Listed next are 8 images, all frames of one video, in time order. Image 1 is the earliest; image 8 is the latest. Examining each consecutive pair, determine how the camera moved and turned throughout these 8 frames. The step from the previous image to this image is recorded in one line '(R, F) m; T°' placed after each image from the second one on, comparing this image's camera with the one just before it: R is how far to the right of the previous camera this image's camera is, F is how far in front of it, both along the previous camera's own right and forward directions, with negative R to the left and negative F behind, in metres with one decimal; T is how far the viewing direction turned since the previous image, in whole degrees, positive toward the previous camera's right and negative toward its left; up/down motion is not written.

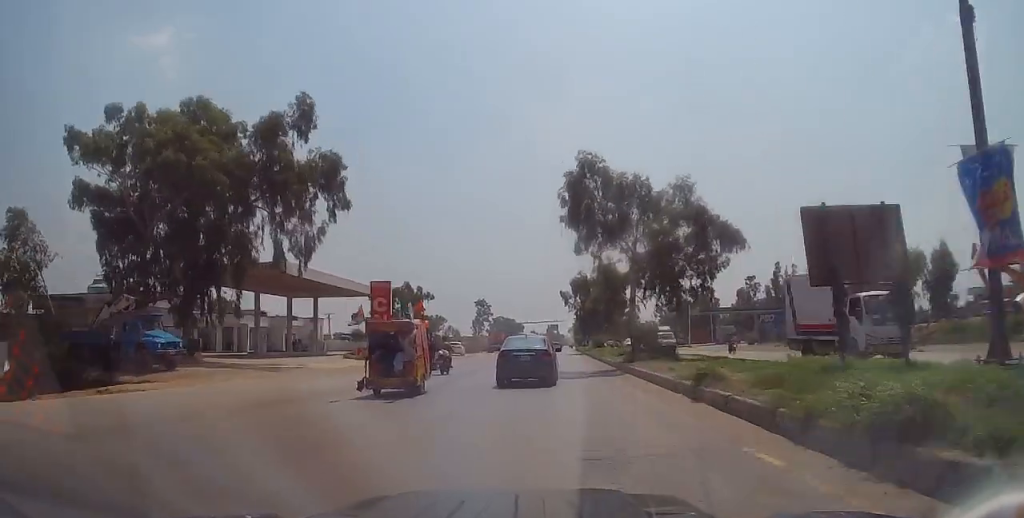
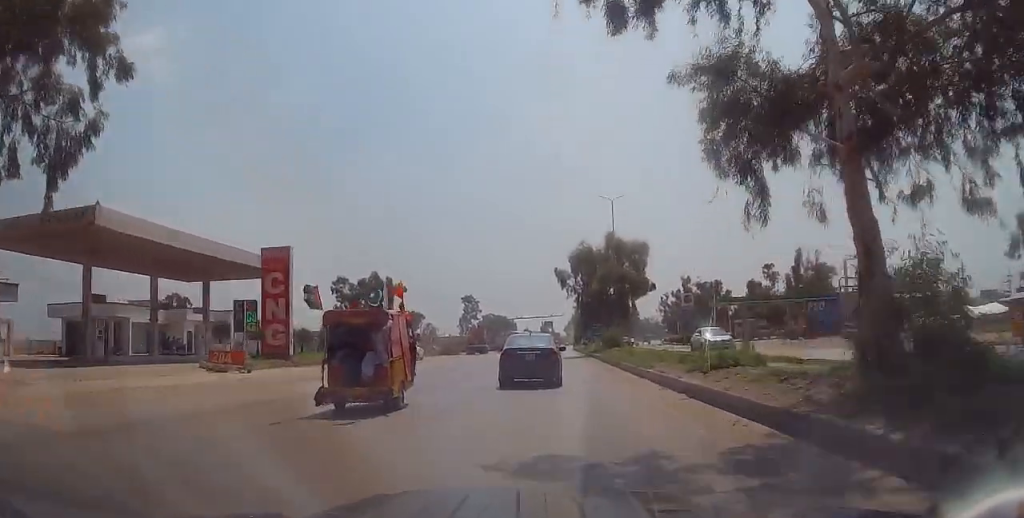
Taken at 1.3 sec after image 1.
(-0.8, +20.6) m; 0°
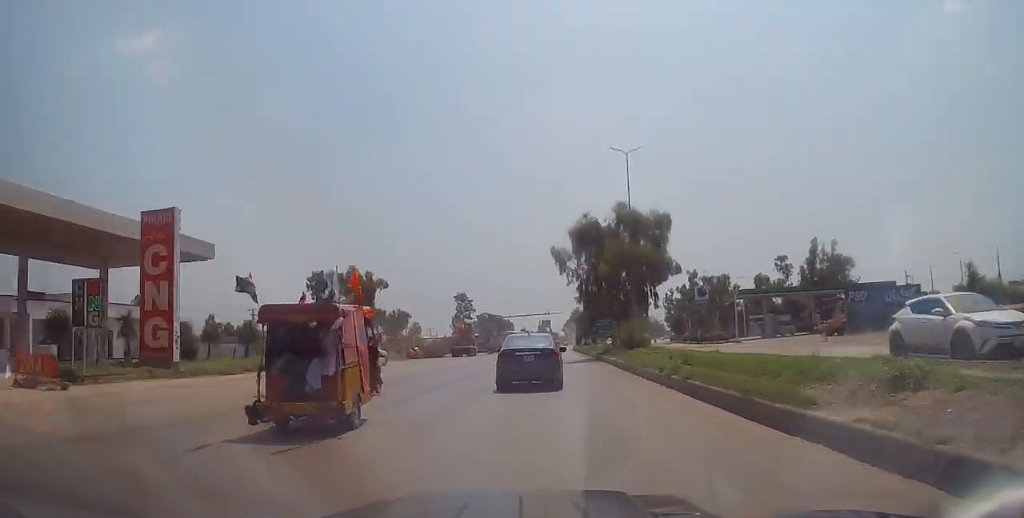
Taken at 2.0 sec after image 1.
(+0.6, +11.5) m; +1°
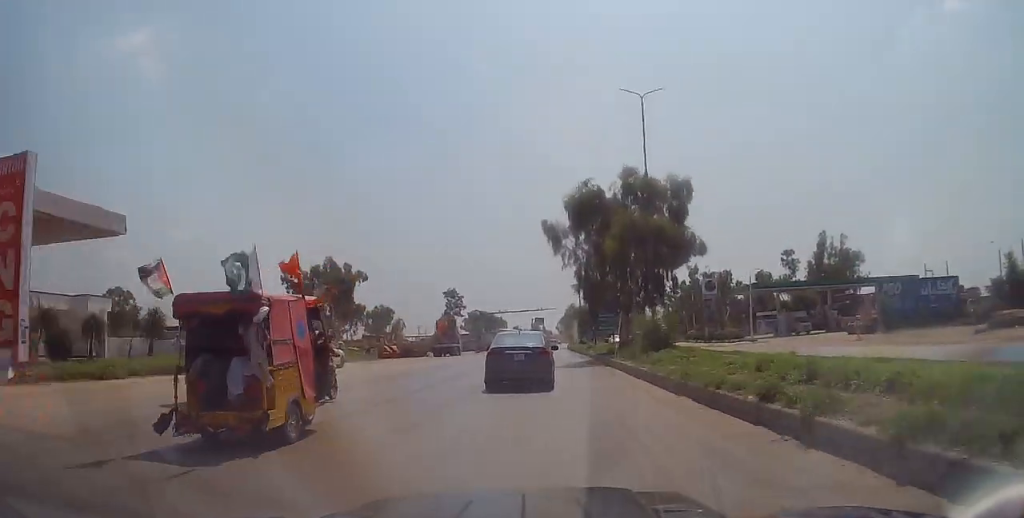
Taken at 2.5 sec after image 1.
(+0.3, +8.3) m; +1°
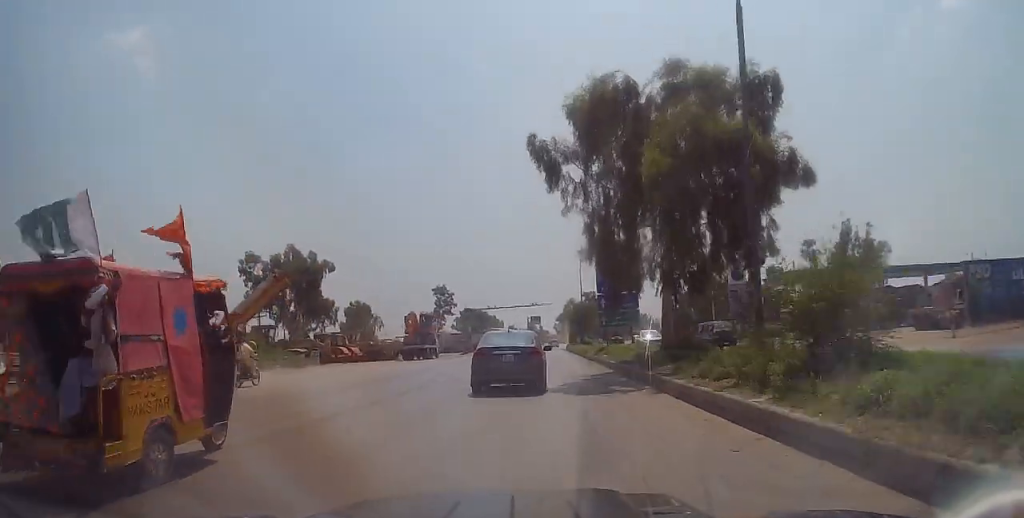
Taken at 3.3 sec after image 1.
(-0.6, +13.9) m; 0°
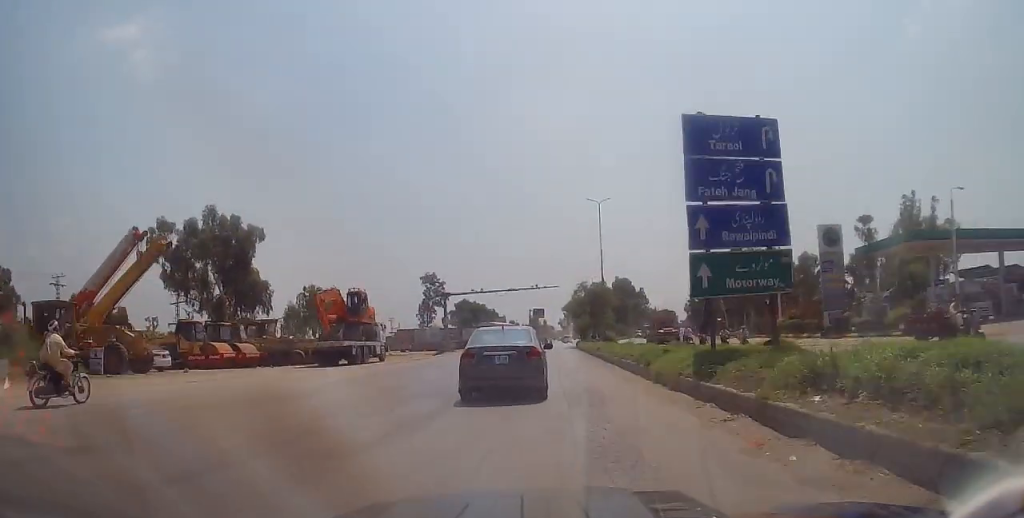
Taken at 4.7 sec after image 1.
(+0.4, +23.1) m; -1°
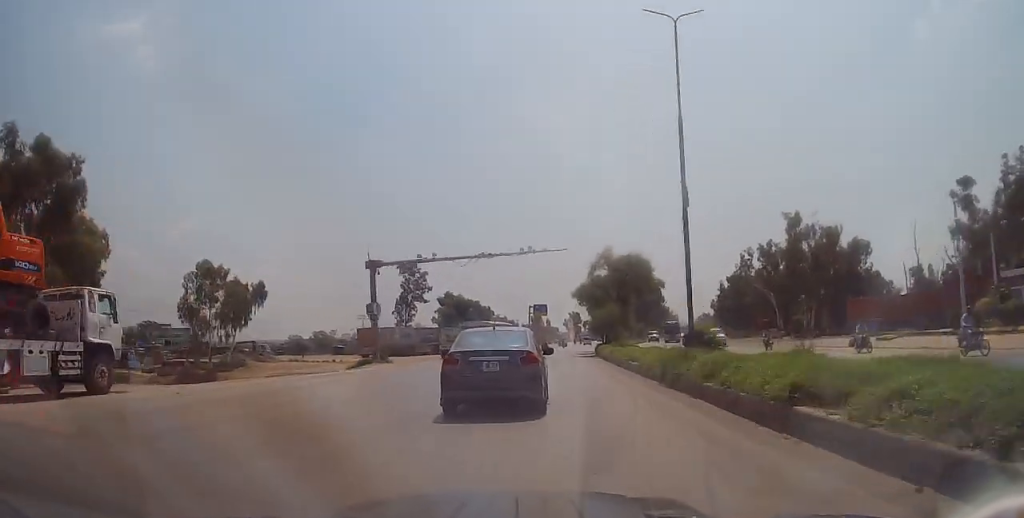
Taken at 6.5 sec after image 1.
(-0.5, +29.0) m; 0°
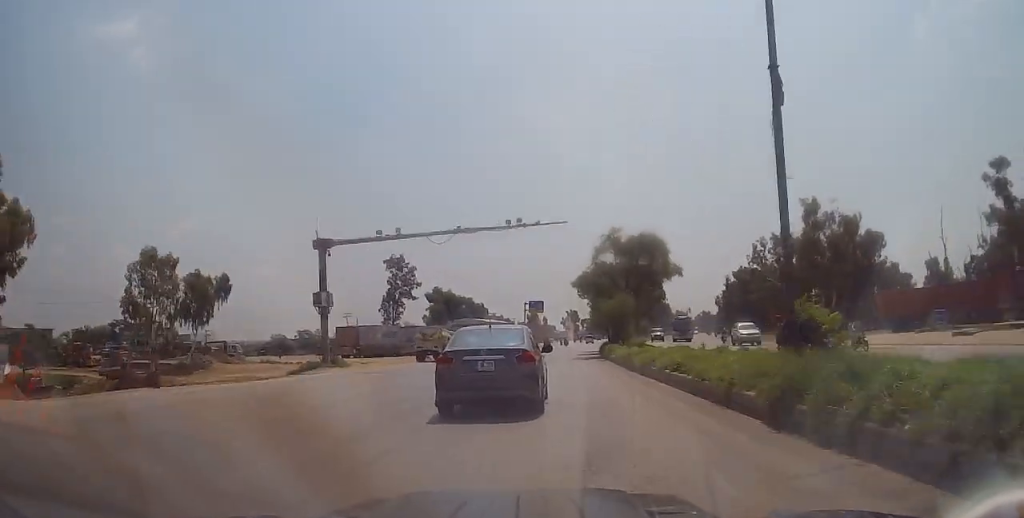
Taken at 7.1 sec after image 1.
(0.0, +8.4) m; 0°
